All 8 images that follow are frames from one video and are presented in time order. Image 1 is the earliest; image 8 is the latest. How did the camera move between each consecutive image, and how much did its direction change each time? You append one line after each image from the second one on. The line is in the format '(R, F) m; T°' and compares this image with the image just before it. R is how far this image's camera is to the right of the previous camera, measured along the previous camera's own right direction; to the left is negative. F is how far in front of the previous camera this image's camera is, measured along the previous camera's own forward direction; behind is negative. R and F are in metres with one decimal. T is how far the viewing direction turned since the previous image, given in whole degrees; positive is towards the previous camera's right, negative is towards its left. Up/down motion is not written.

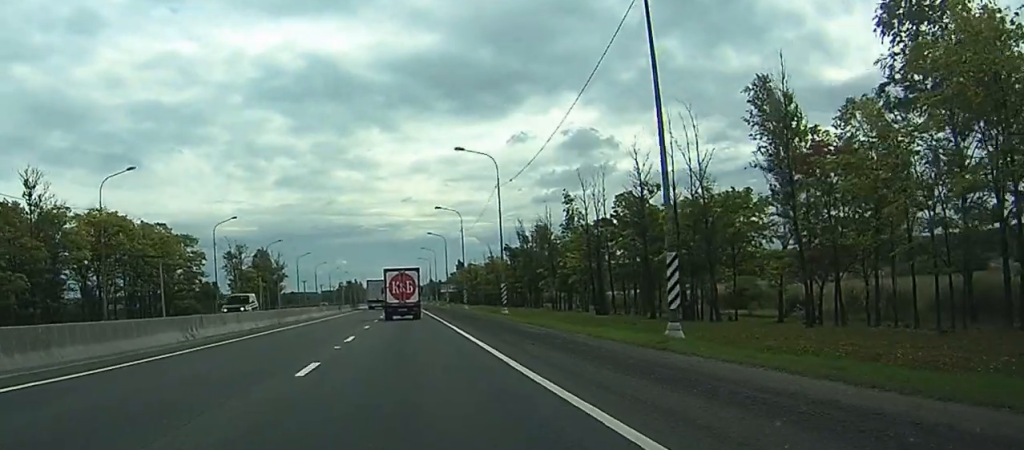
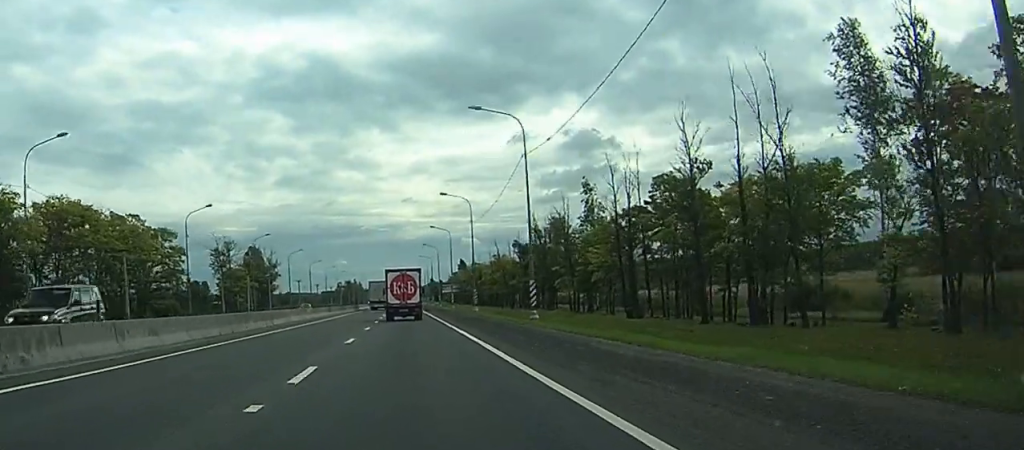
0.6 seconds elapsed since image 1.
(0.0, +13.2) m; 0°
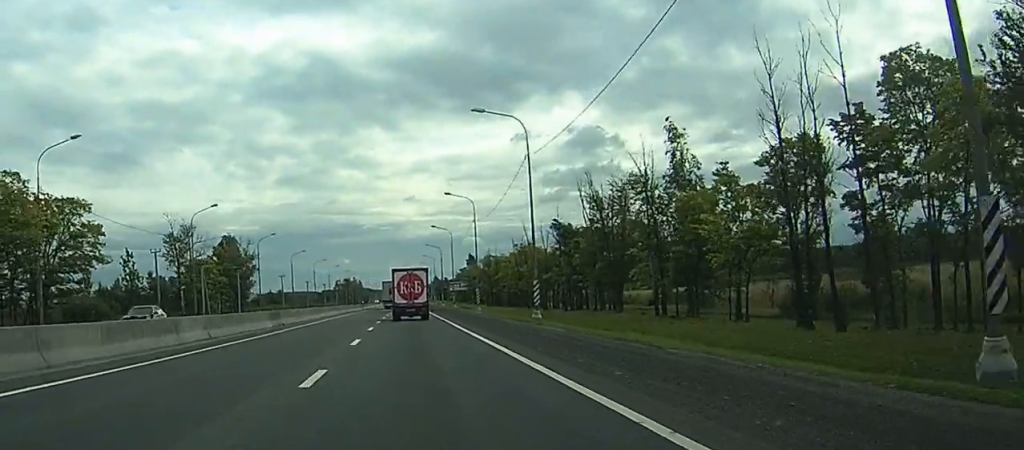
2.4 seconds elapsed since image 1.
(-0.2, +36.9) m; 0°
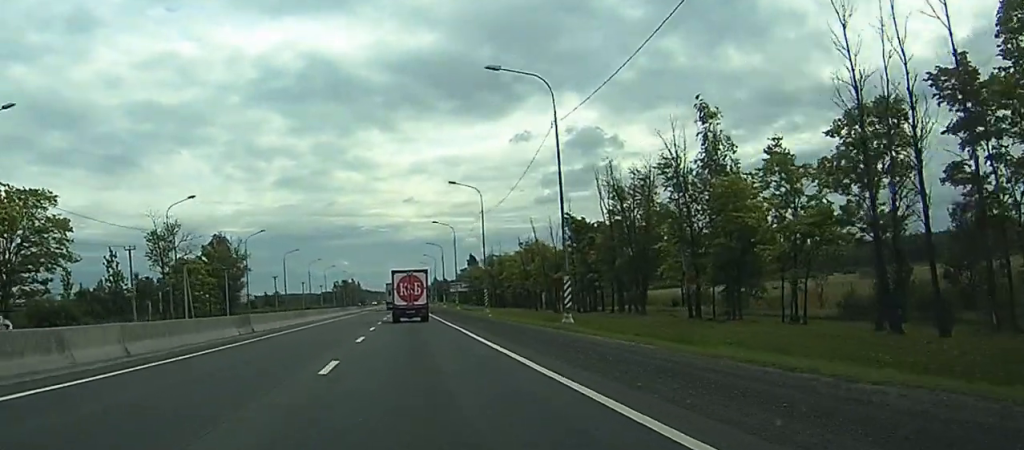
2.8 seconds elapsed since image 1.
(0.0, +9.1) m; 0°
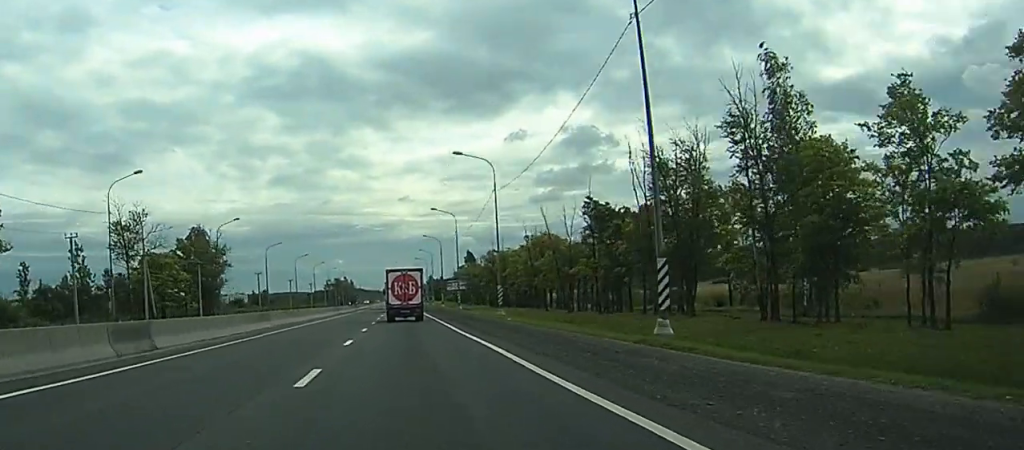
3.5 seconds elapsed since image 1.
(0.0, +14.6) m; 0°
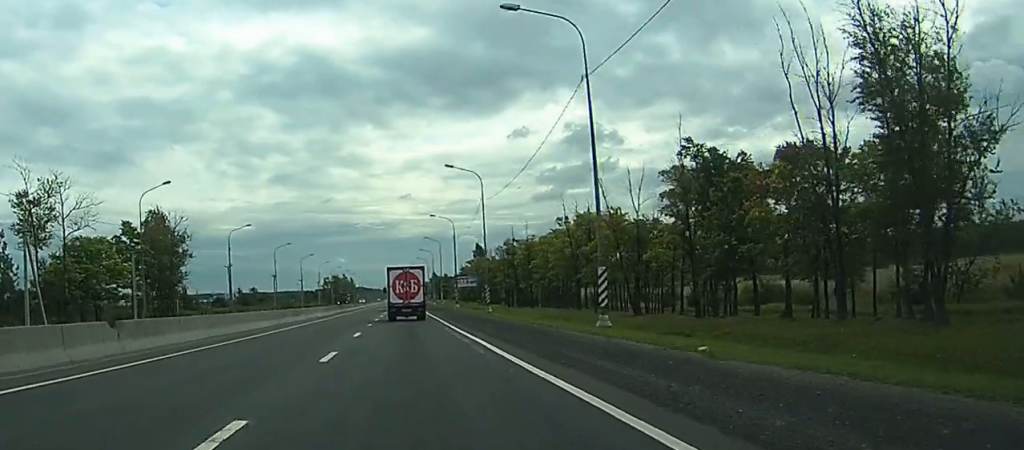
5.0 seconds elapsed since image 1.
(-0.1, +30.7) m; 0°
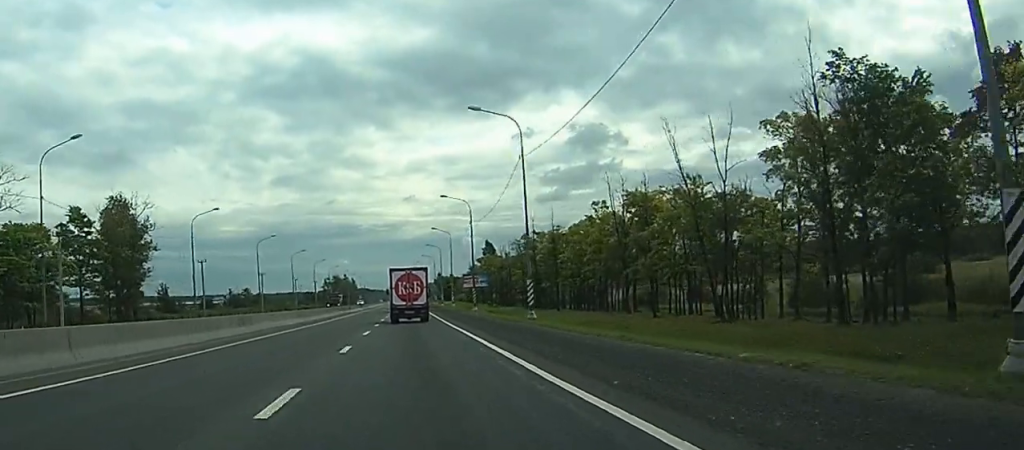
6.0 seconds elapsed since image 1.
(0.0, +20.9) m; 0°
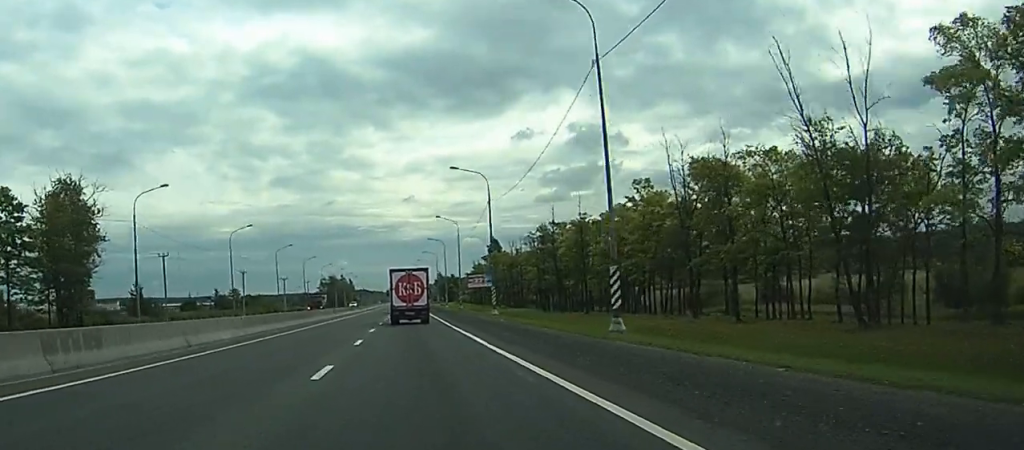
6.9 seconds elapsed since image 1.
(0.0, +18.8) m; 0°
